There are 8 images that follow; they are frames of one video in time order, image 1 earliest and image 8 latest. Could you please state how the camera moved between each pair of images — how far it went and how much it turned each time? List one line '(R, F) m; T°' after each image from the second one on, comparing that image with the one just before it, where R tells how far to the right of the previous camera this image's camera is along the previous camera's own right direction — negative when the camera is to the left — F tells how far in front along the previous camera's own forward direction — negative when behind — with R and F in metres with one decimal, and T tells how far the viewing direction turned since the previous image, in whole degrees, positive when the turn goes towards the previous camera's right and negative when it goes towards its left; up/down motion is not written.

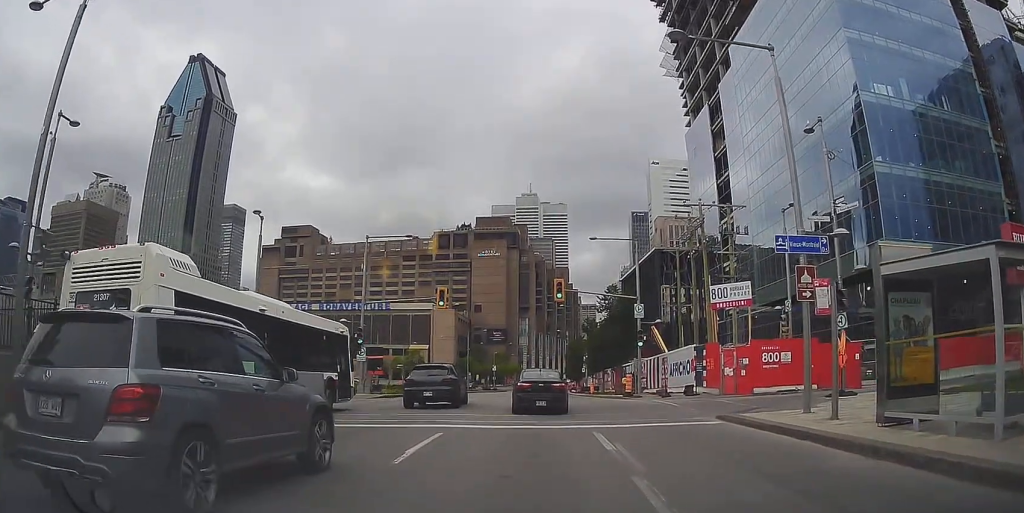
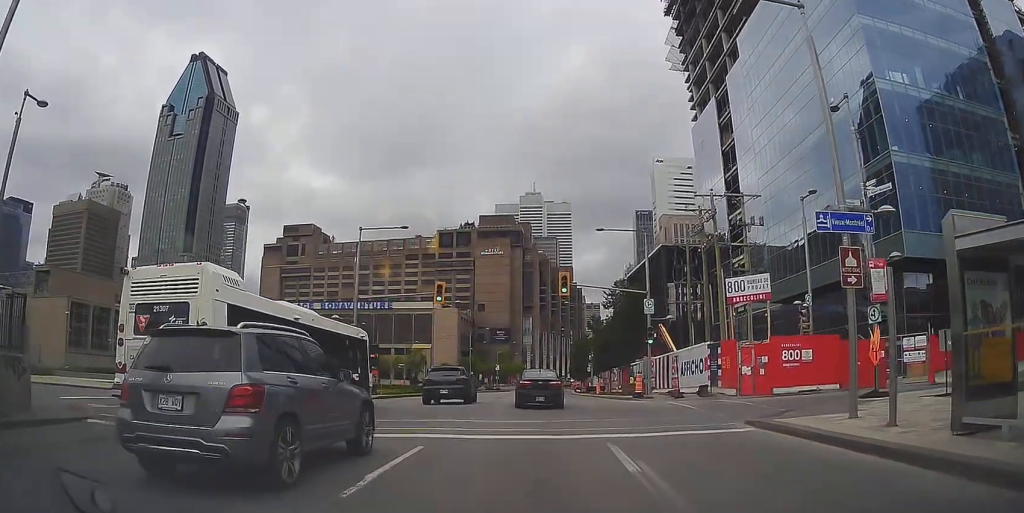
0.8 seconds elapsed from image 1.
(0.0, +2.2) m; 0°
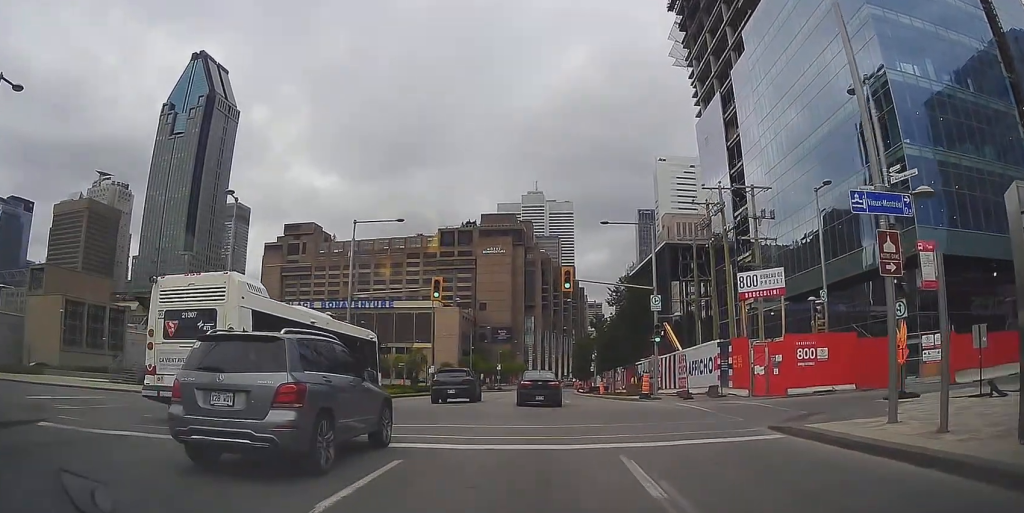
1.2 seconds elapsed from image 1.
(0.0, +1.4) m; 0°
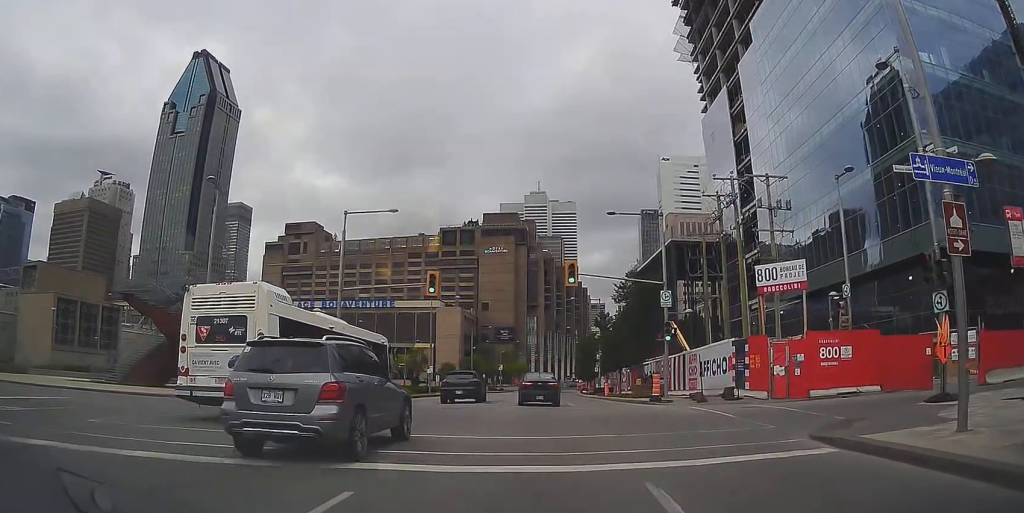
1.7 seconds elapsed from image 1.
(0.0, +2.0) m; 0°
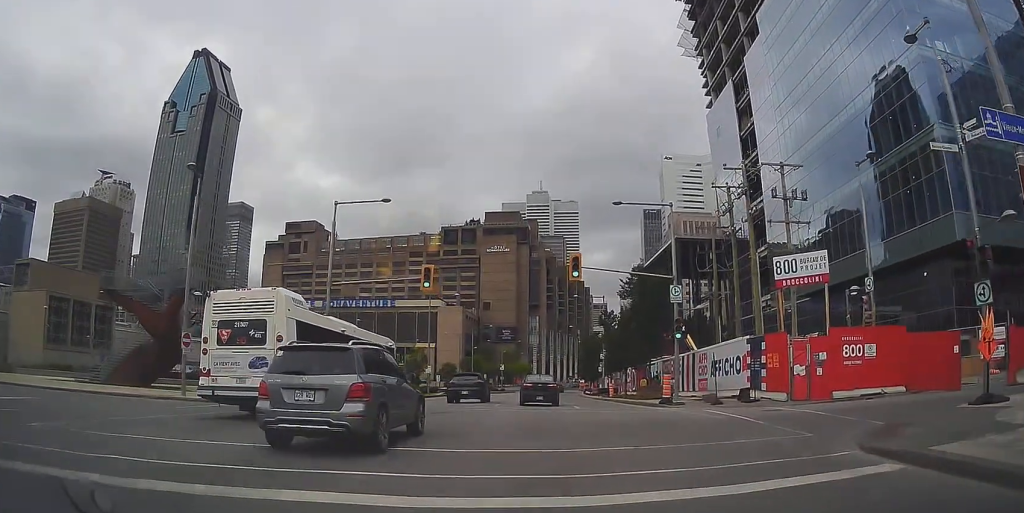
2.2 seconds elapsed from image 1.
(0.0, +1.9) m; +1°
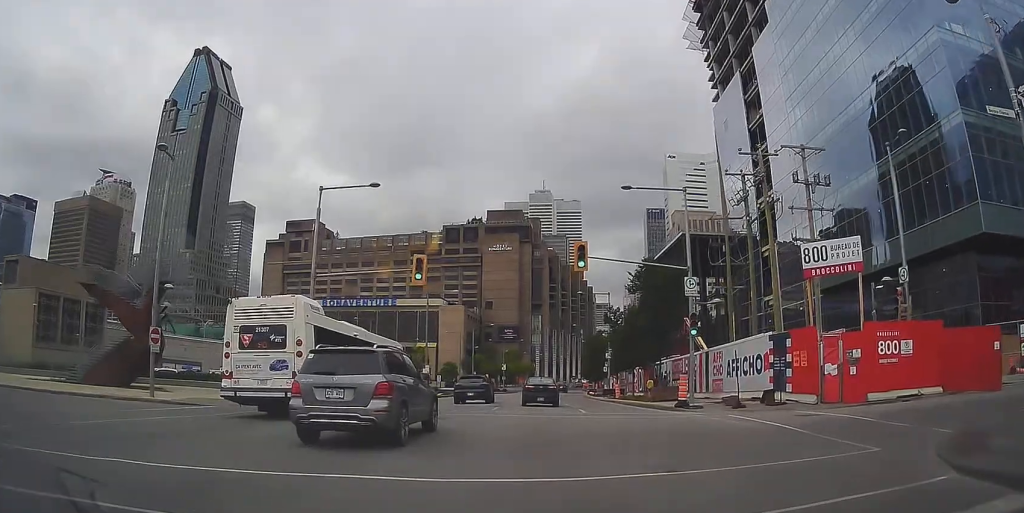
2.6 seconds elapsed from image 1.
(0.0, +2.3) m; +1°
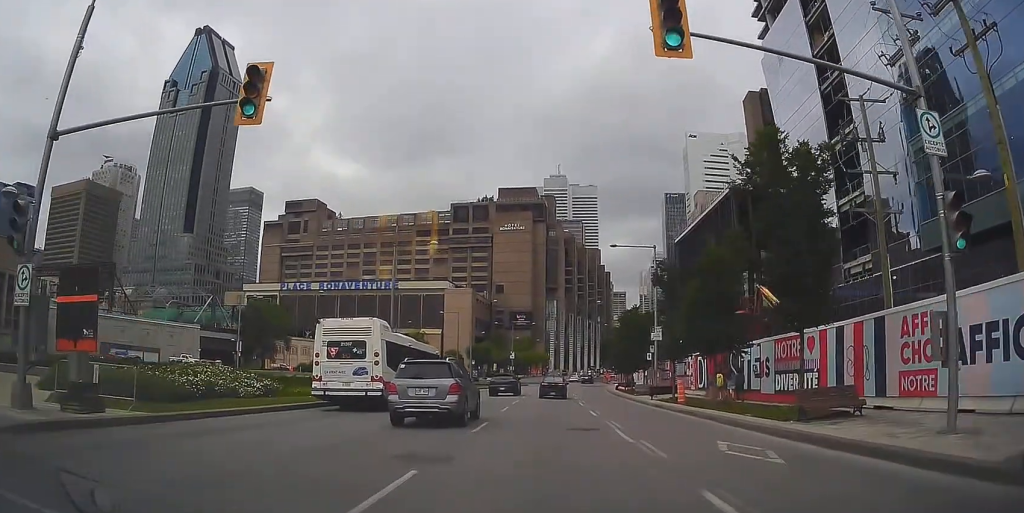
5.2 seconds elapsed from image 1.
(-1.2, +17.2) m; -5°
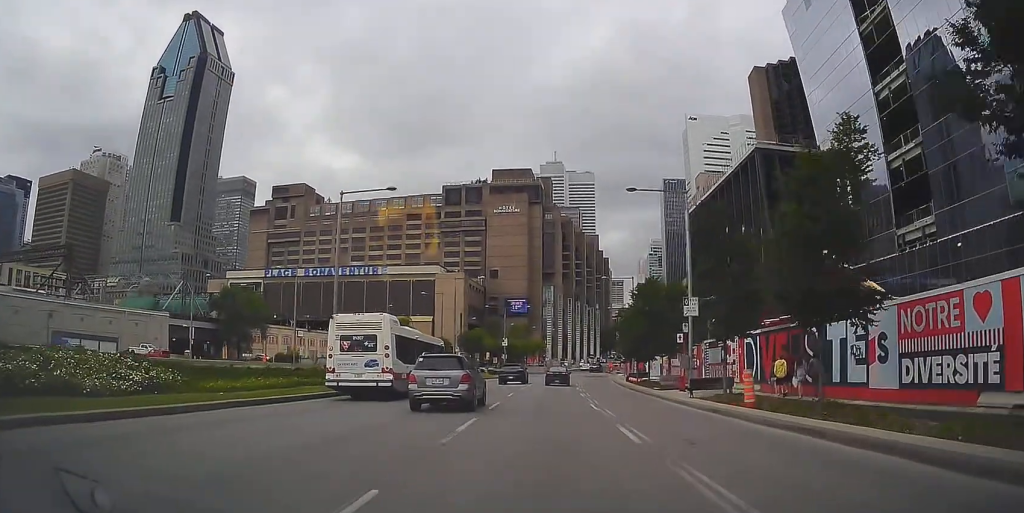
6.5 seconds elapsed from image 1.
(+0.3, +10.4) m; +1°
